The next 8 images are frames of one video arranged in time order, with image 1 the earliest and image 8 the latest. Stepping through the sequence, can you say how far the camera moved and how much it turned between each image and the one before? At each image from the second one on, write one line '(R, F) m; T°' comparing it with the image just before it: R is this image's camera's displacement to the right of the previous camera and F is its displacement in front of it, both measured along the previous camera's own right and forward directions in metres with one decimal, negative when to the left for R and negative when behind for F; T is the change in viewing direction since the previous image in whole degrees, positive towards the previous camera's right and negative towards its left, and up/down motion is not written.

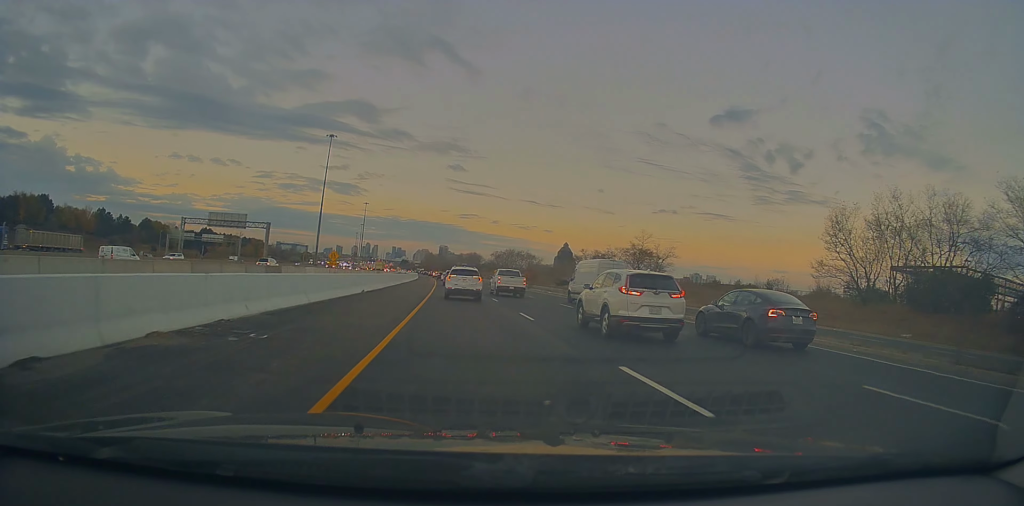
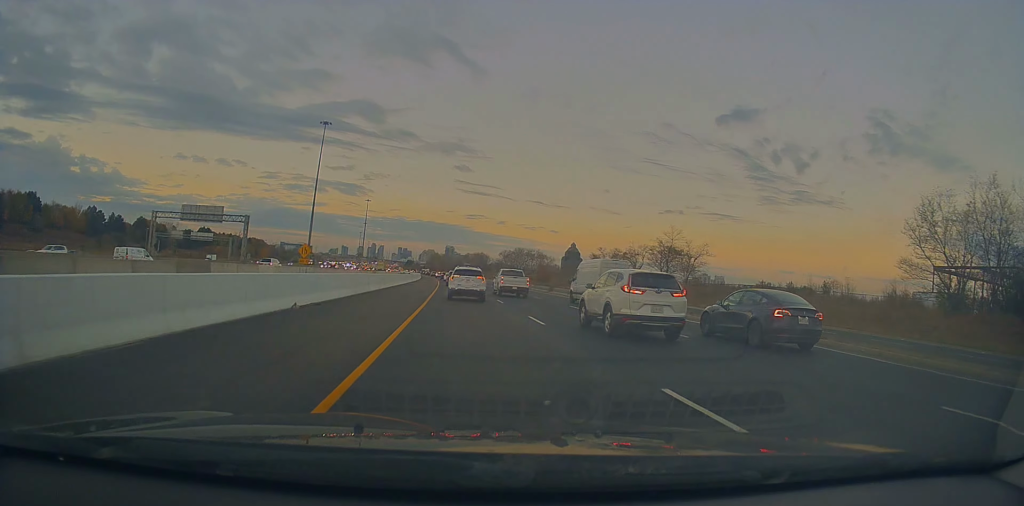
(-0.1, +14.0) m; -1°
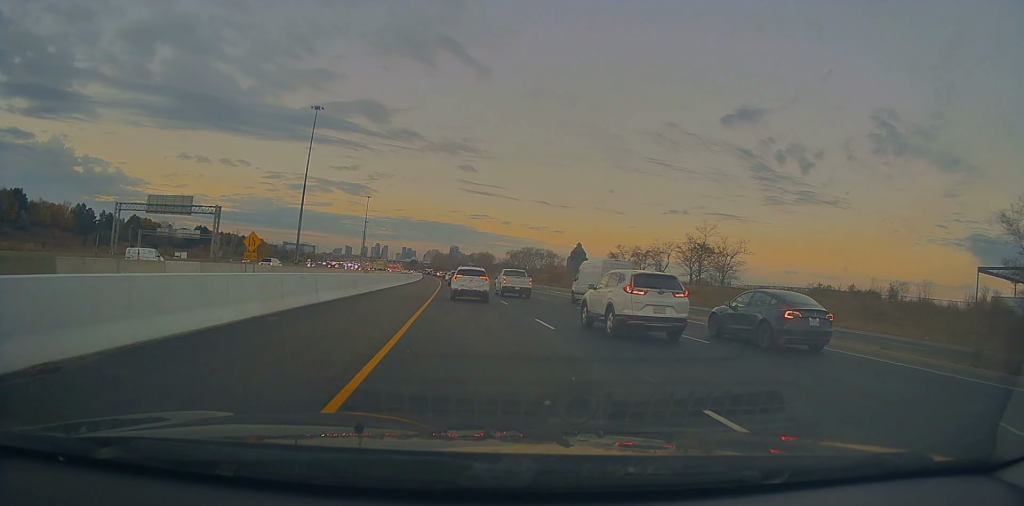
(-0.1, +13.3) m; -1°
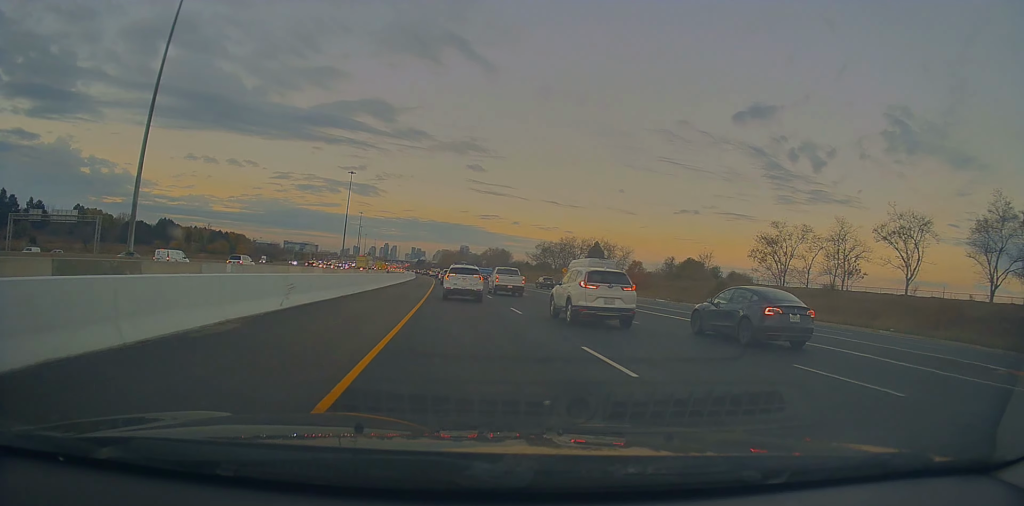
(-0.9, +68.5) m; -1°
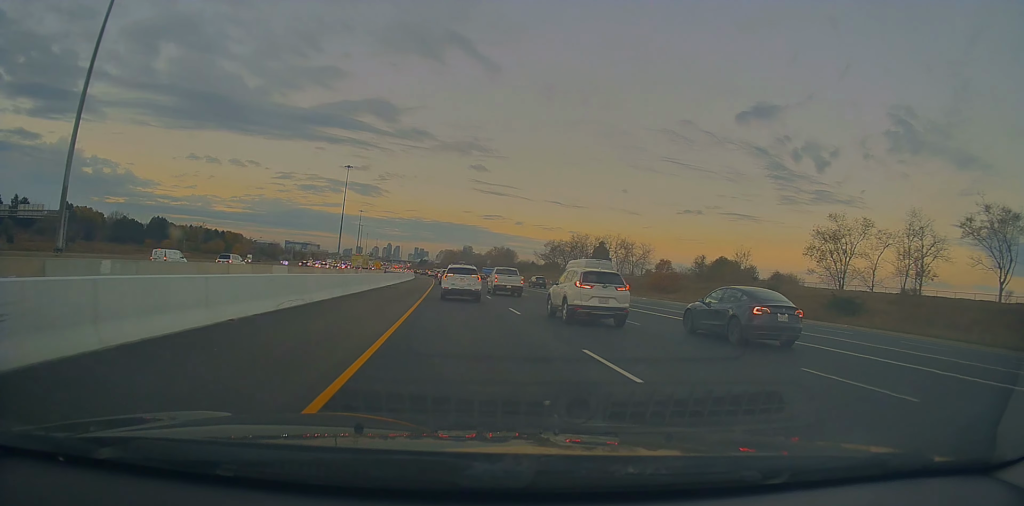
(+0.2, +12.5) m; -1°
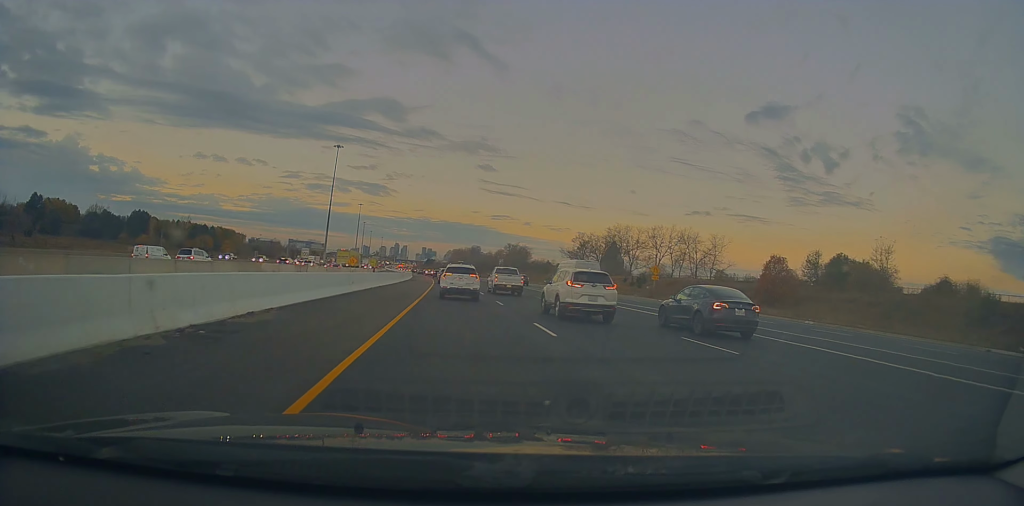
(-0.6, +31.1) m; -1°
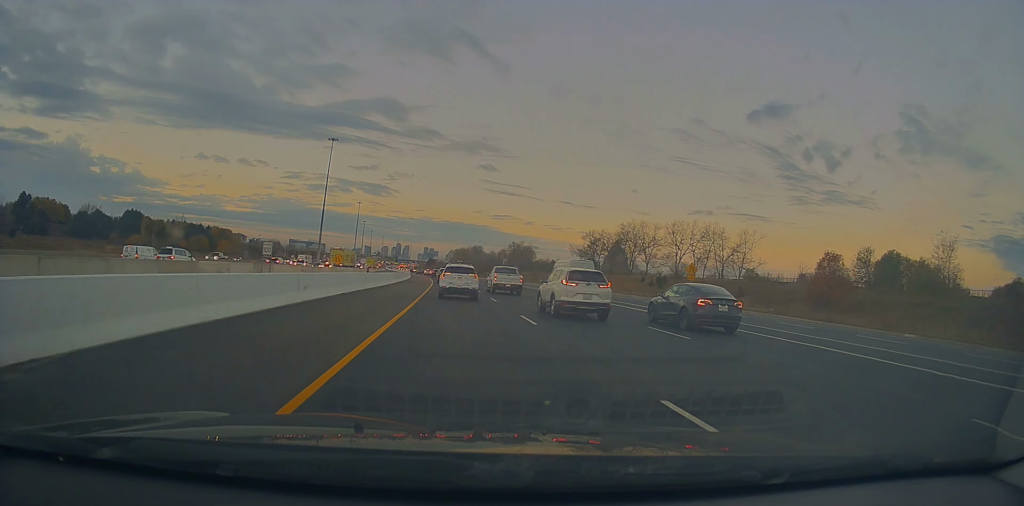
(+0.2, +9.6) m; 0°
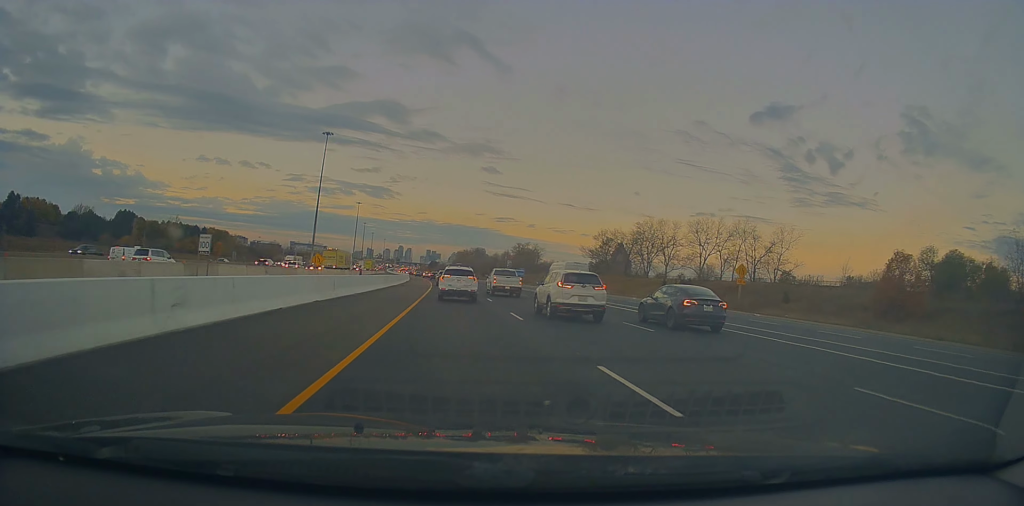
(-0.2, +9.7) m; -1°
